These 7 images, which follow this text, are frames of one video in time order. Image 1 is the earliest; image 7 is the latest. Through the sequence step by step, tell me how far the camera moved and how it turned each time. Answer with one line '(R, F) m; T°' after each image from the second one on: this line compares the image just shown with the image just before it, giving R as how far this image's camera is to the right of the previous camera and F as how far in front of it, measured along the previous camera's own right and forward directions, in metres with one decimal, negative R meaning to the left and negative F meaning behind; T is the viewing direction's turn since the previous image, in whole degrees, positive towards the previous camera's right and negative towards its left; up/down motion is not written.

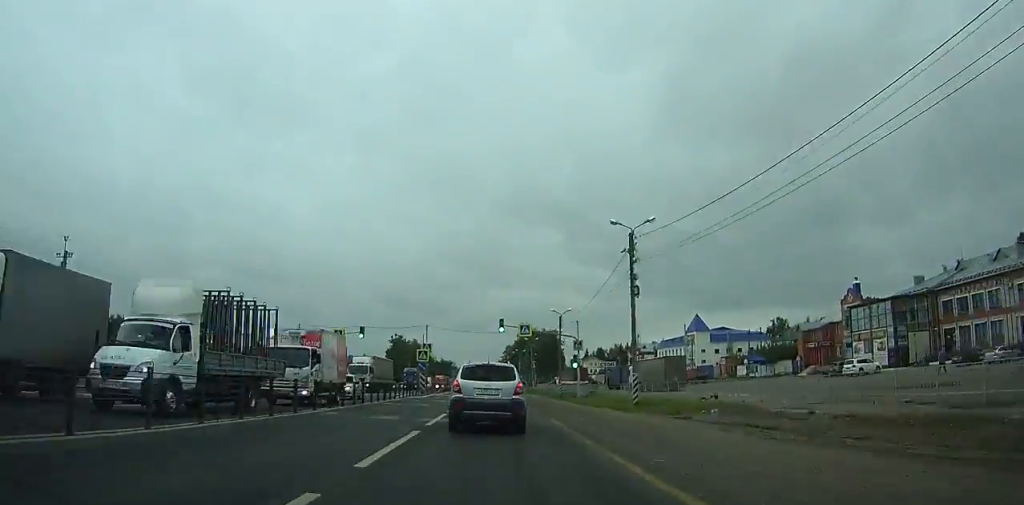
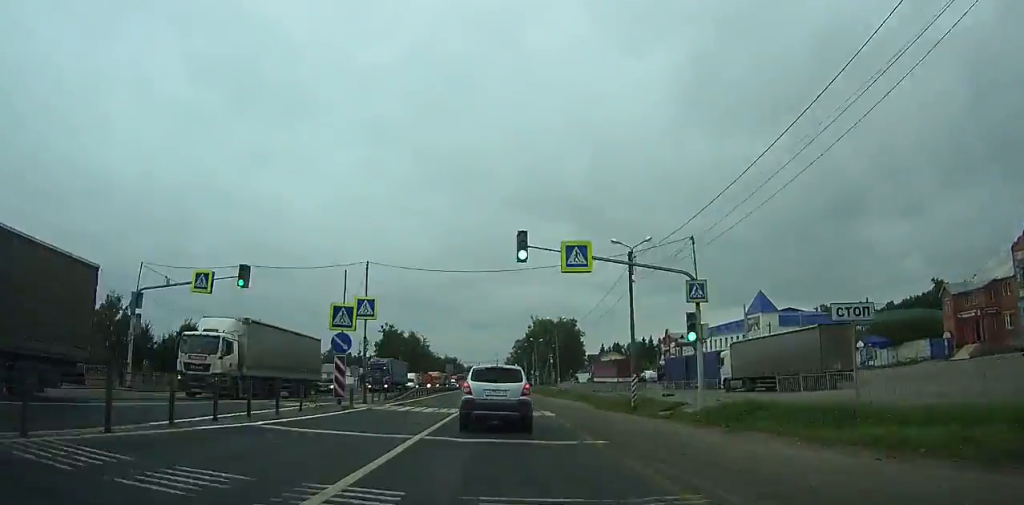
(+0.1, +31.0) m; 0°
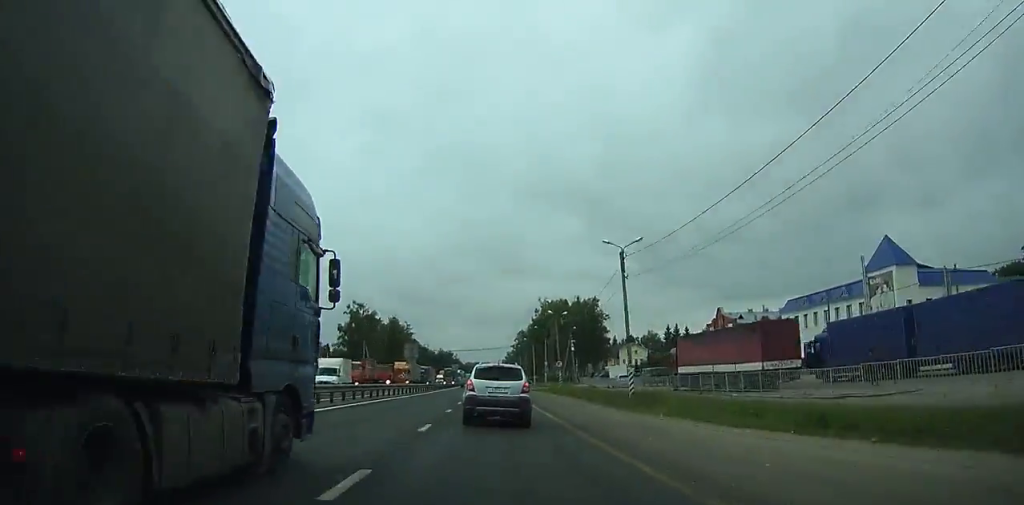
(+0.8, +38.7) m; +1°
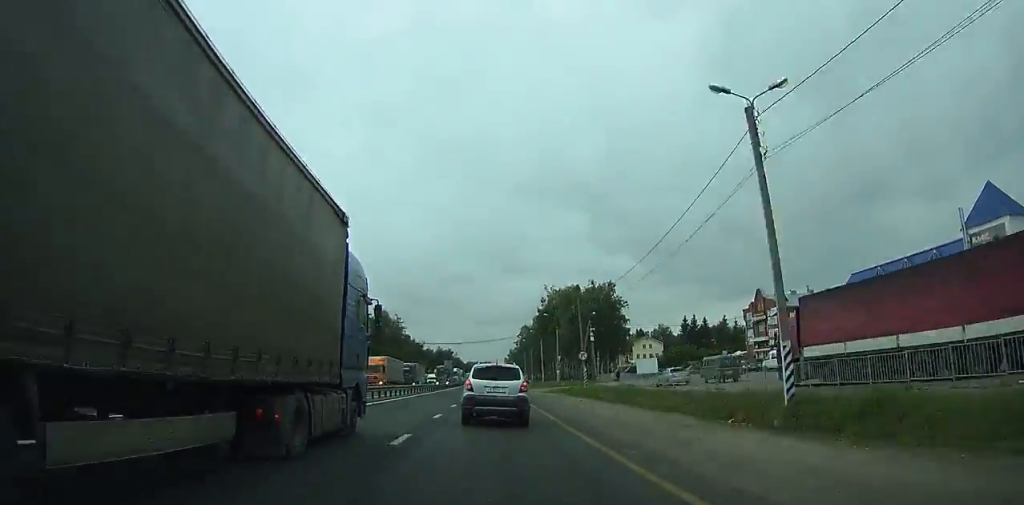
(0.0, +18.0) m; 0°
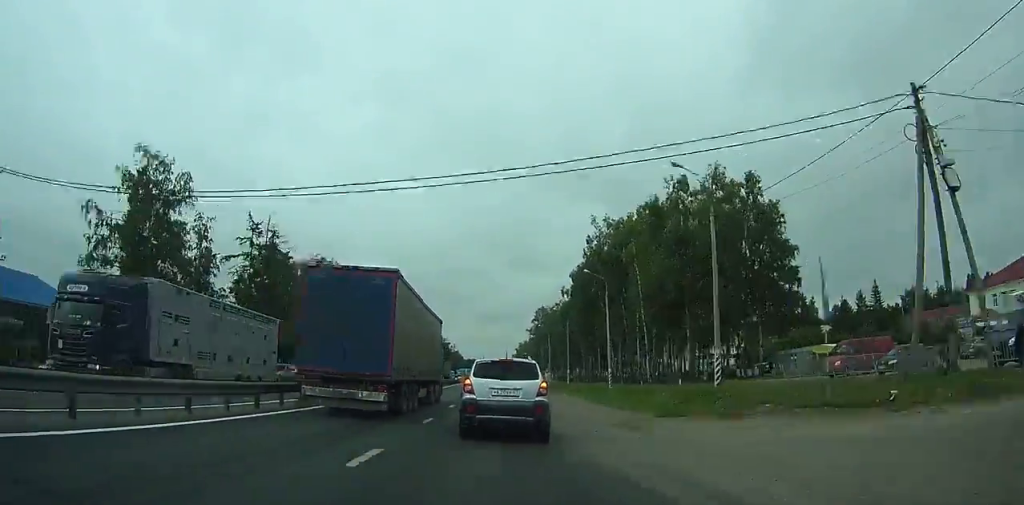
(-0.6, +61.5) m; 0°
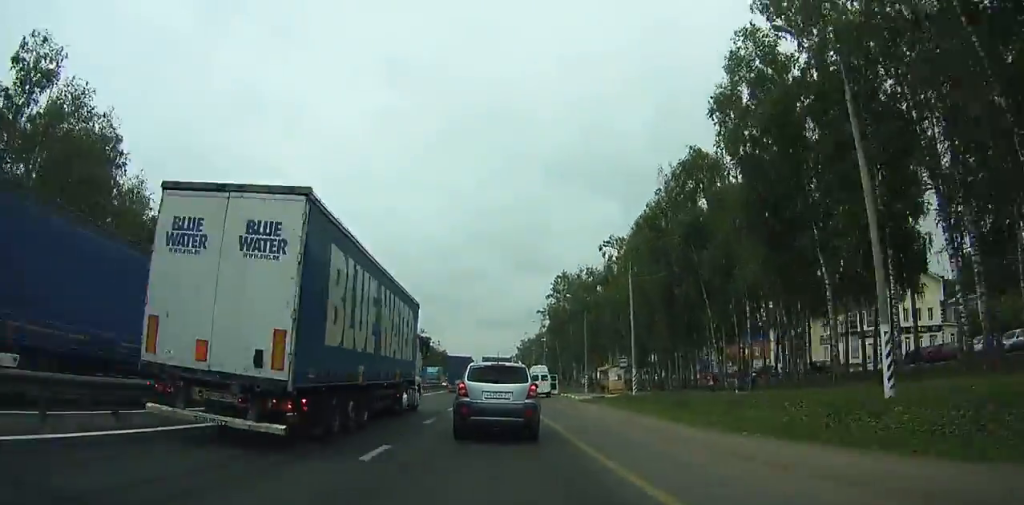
(+0.2, +76.2) m; 0°
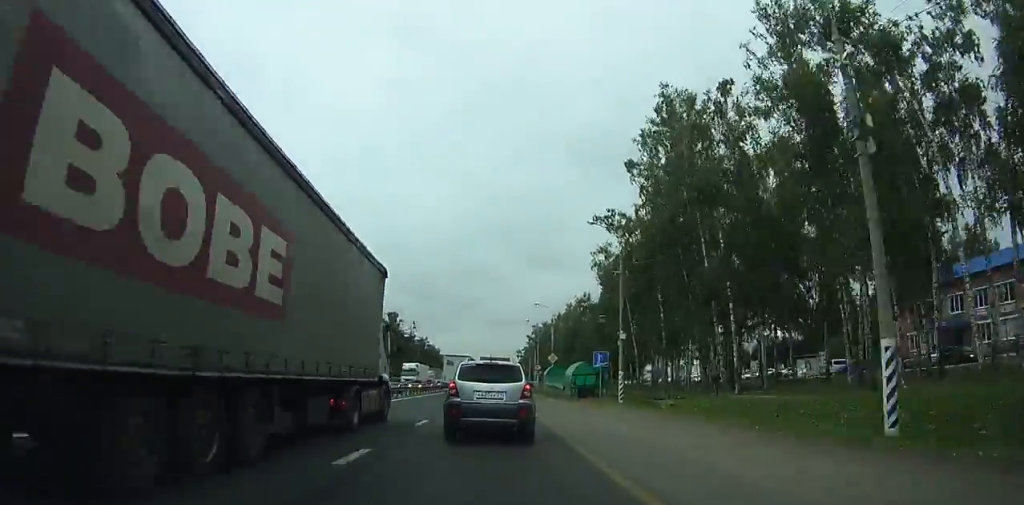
(0.0, +81.5) m; 0°
